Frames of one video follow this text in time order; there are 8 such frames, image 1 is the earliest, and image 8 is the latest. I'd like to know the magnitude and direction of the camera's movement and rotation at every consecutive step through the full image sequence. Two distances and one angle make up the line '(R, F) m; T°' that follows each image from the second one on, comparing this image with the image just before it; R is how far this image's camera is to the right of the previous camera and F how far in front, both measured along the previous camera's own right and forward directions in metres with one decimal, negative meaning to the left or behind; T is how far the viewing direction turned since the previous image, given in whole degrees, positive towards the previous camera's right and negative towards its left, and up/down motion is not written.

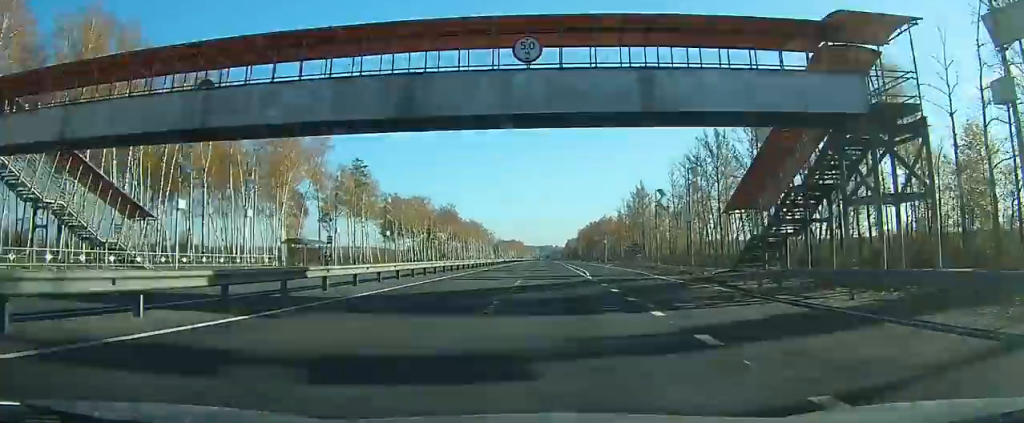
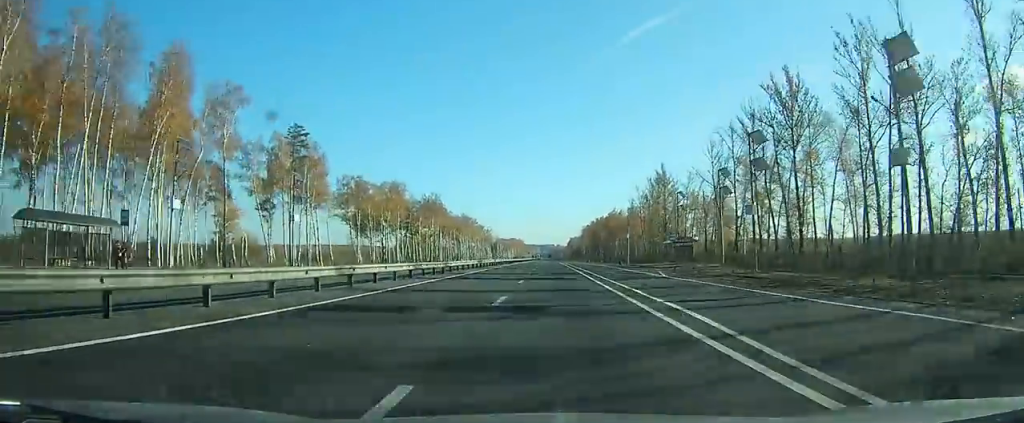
(0.0, +31.1) m; 0°
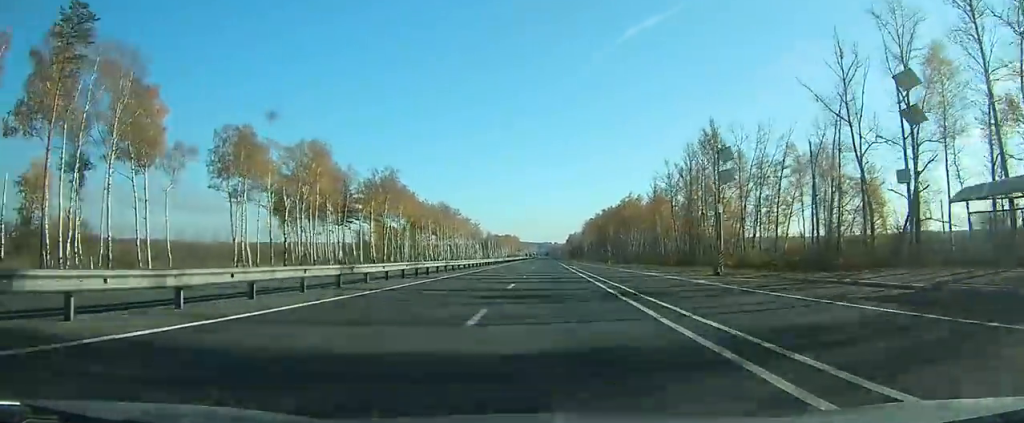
(0.0, +48.2) m; 0°
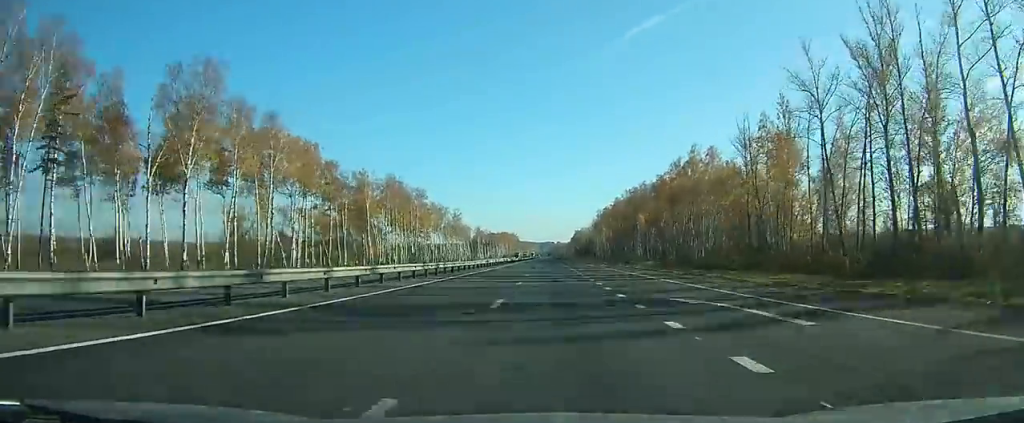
(-0.1, +80.9) m; 0°
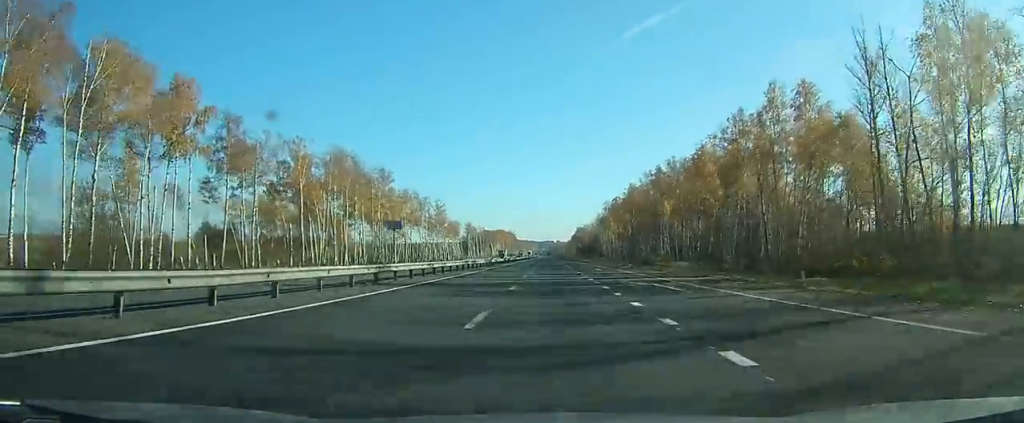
(0.0, +38.8) m; 0°
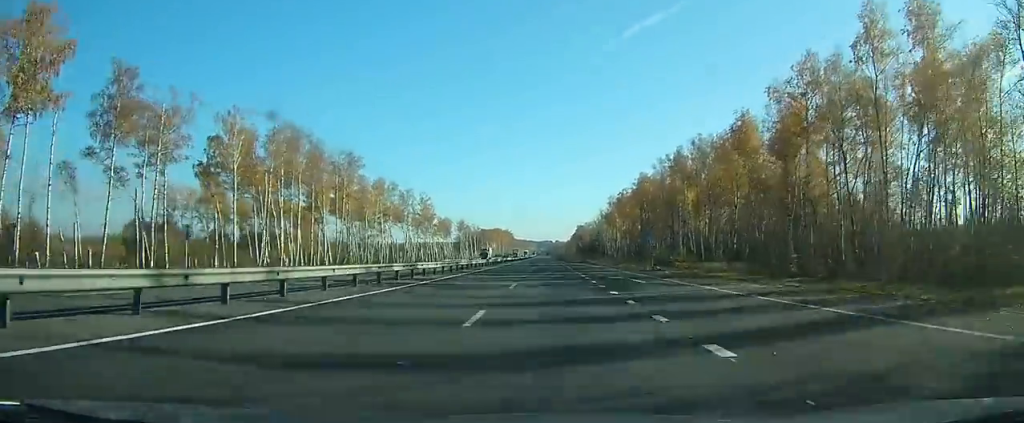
(0.0, +21.6) m; 0°
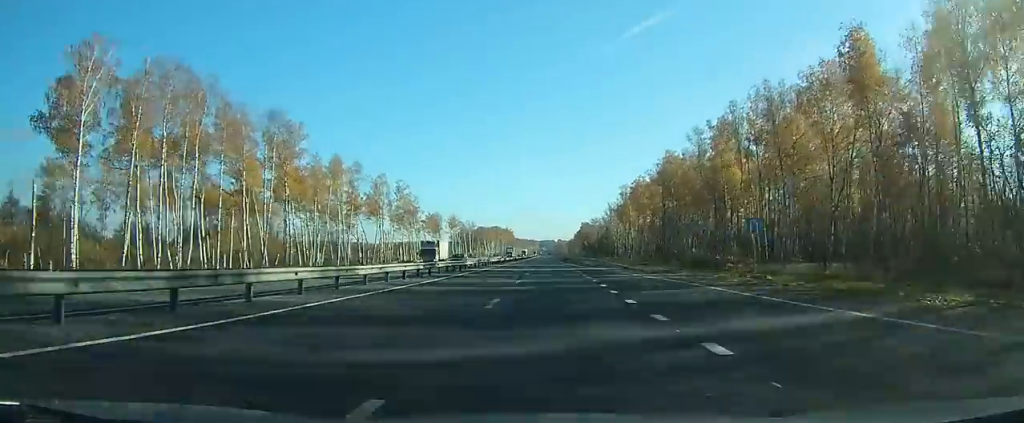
(0.0, +28.9) m; 0°
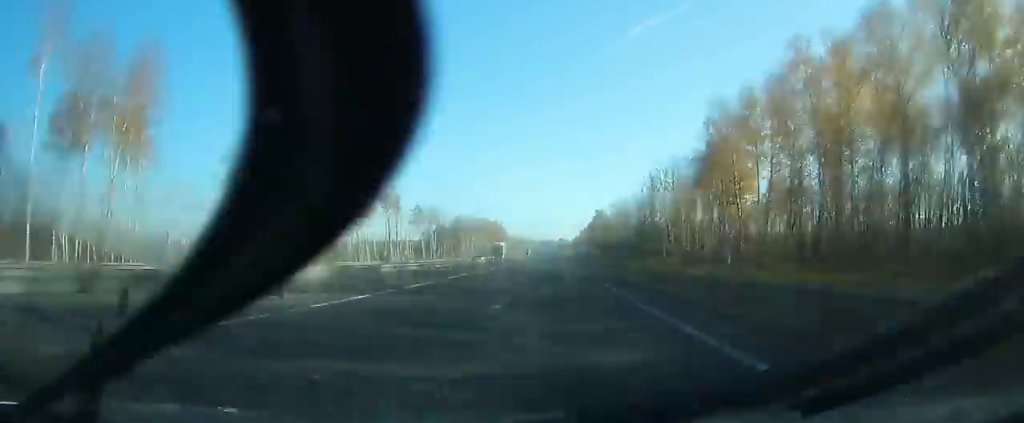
(-0.6, +107.5) m; 0°
